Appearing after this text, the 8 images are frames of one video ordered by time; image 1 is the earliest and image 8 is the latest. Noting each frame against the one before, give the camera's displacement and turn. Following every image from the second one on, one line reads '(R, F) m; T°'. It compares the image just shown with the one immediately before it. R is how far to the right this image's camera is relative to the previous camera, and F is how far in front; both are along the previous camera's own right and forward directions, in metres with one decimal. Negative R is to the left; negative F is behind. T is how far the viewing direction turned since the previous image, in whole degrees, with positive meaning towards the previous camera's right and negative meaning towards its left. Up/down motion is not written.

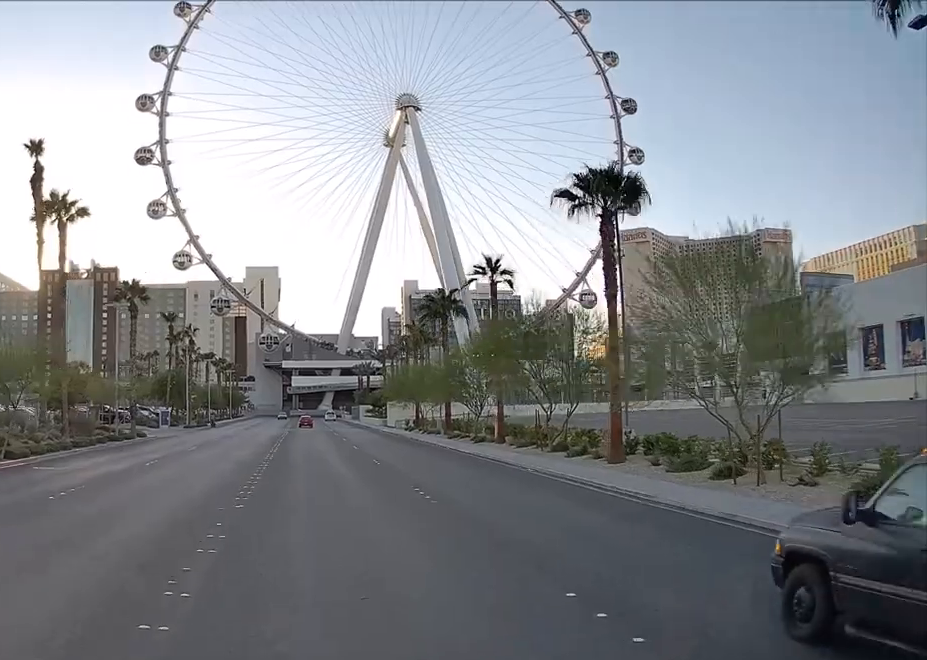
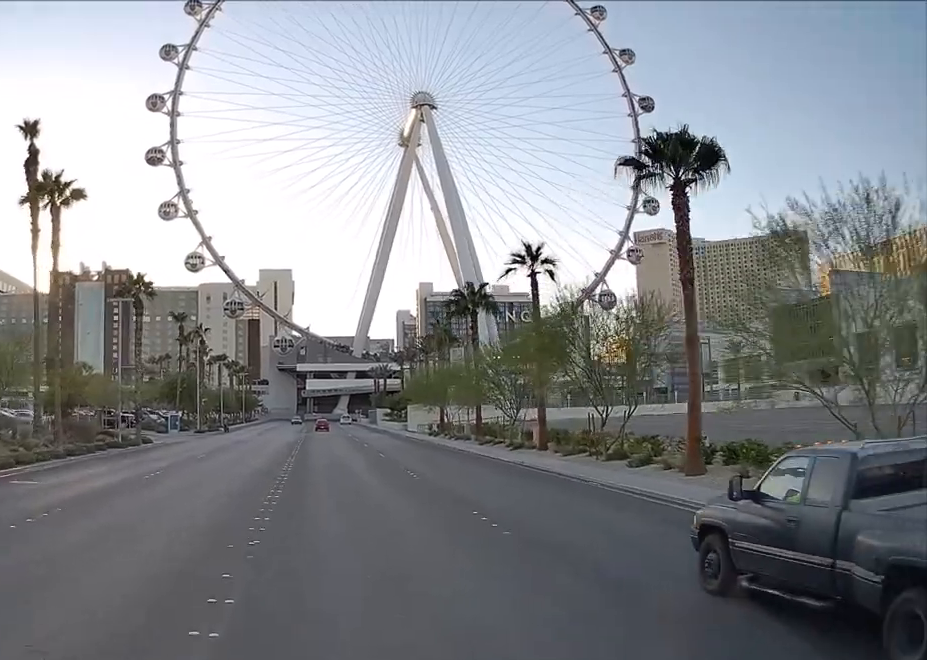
(-0.1, +4.5) m; -1°
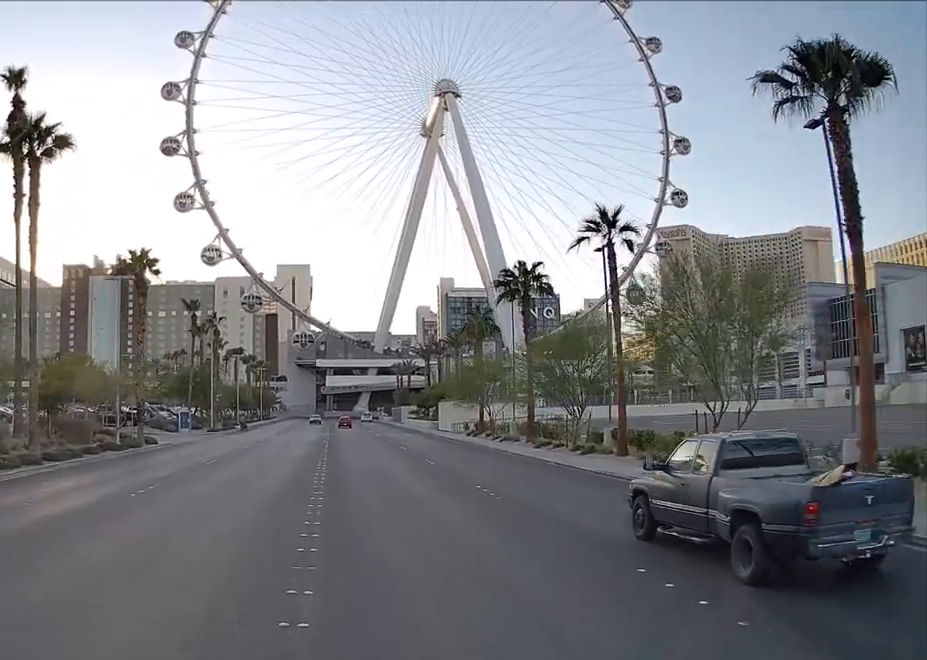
(-0.1, +6.7) m; 0°
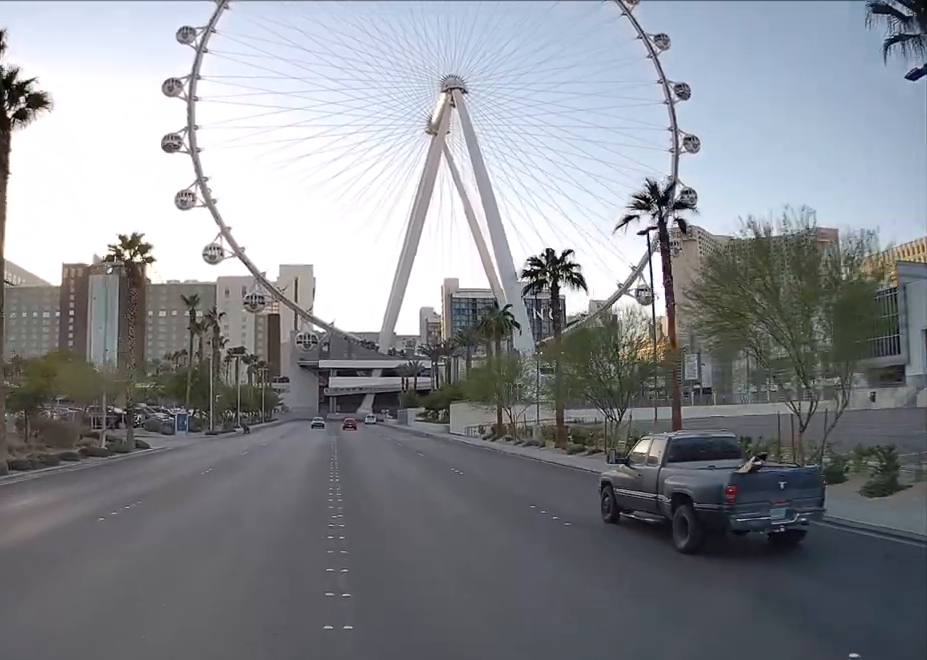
(0.0, +4.5) m; +2°
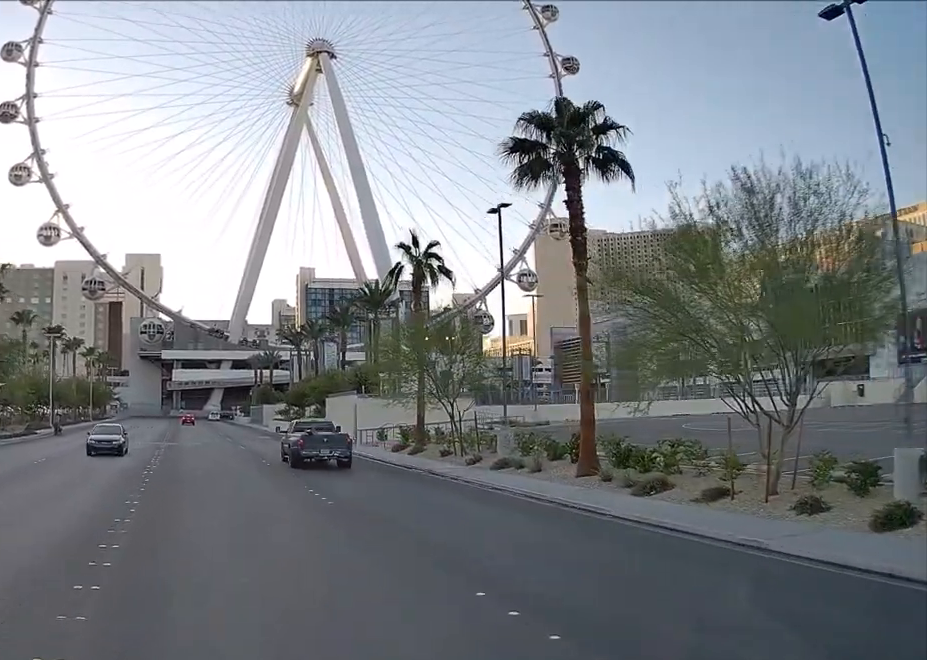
(+3.9, +22.2) m; +17°
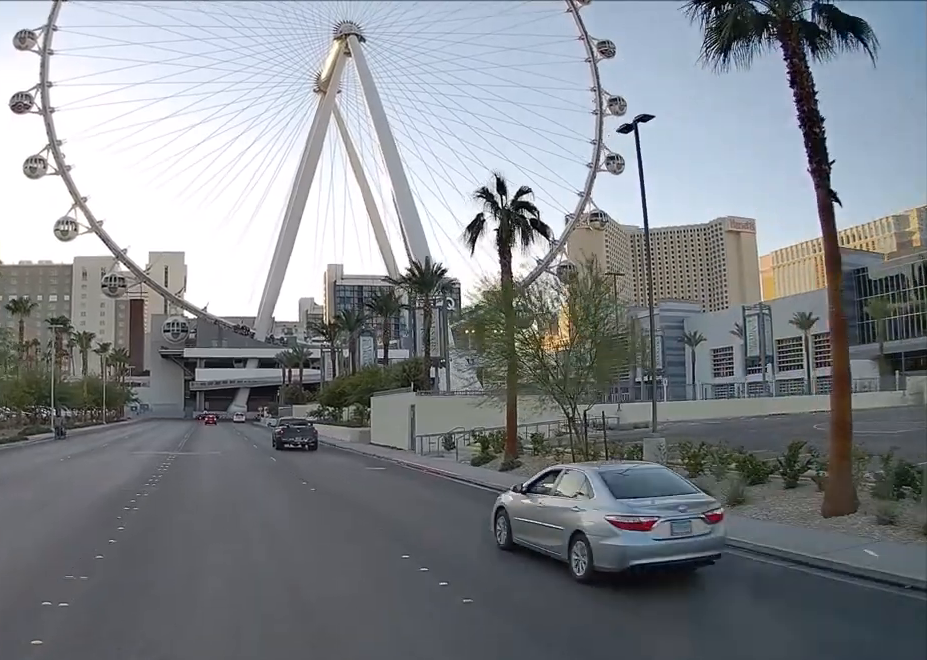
(-0.3, +9.7) m; -4°
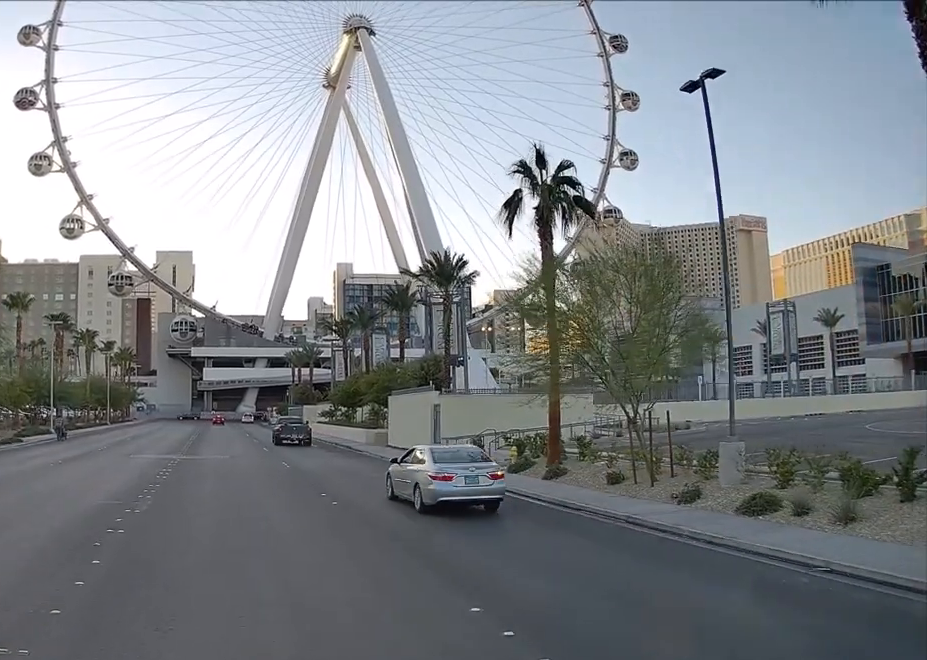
(-0.1, +3.2) m; -5°
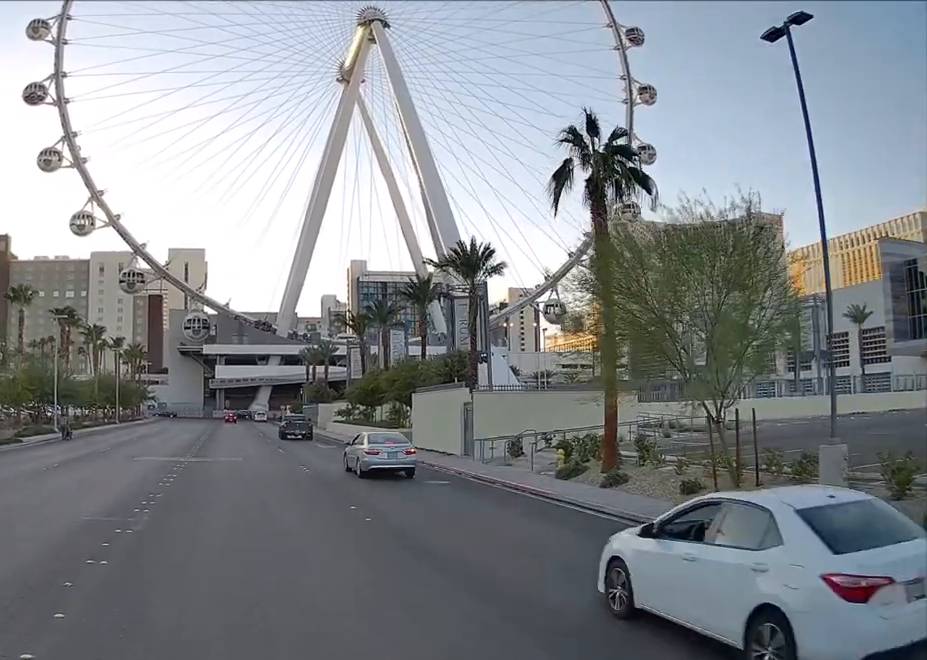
(-0.1, +3.2) m; -5°
